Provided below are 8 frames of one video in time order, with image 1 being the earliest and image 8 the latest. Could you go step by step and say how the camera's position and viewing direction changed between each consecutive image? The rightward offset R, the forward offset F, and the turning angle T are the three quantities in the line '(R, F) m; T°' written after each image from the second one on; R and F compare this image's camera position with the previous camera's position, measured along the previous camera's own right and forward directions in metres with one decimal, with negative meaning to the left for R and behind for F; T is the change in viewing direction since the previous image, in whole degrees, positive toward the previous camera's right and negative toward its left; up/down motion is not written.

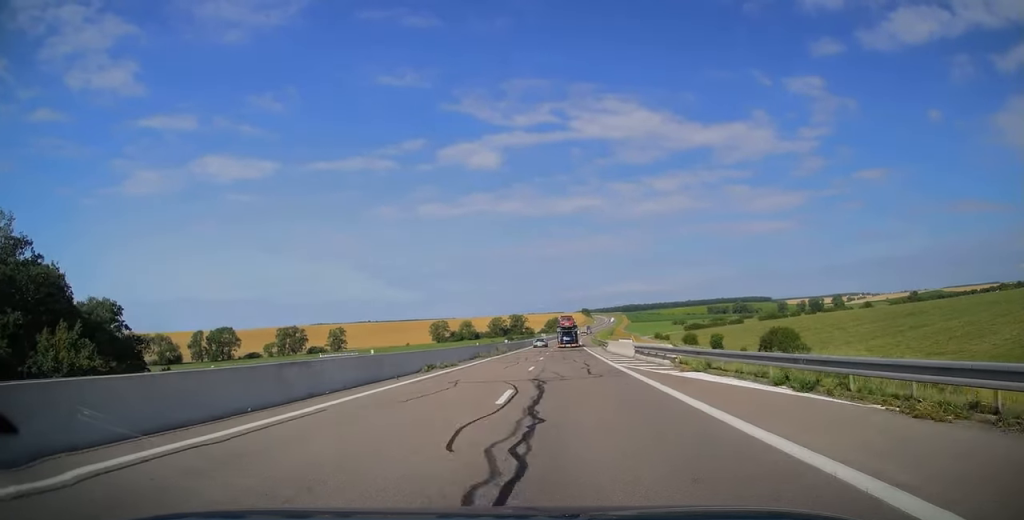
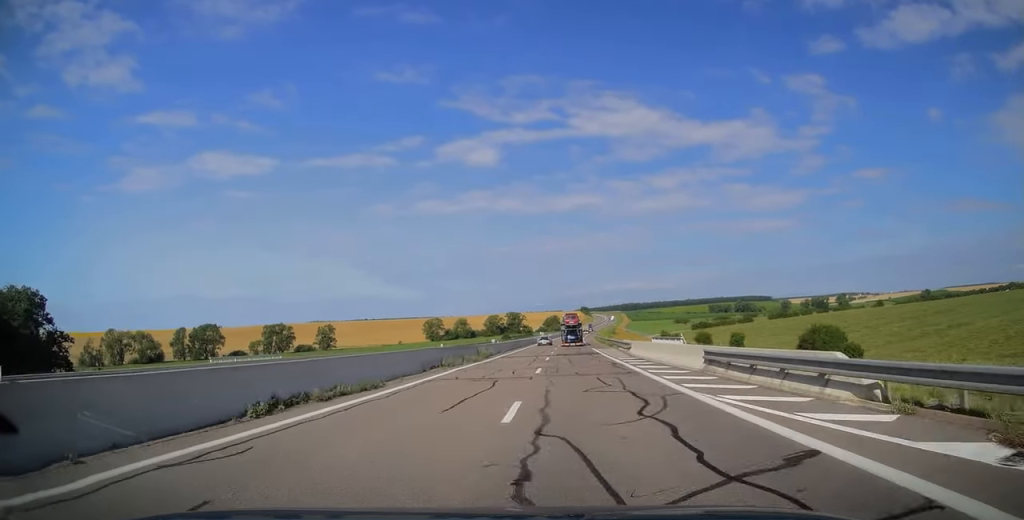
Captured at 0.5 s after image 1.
(-0.1, +14.9) m; 0°
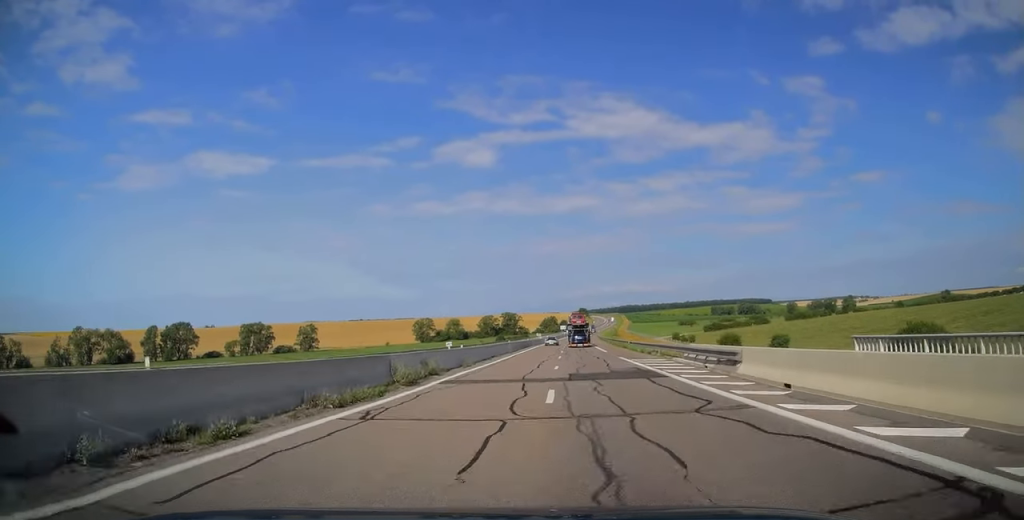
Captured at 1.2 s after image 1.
(+0.2, +22.4) m; 0°
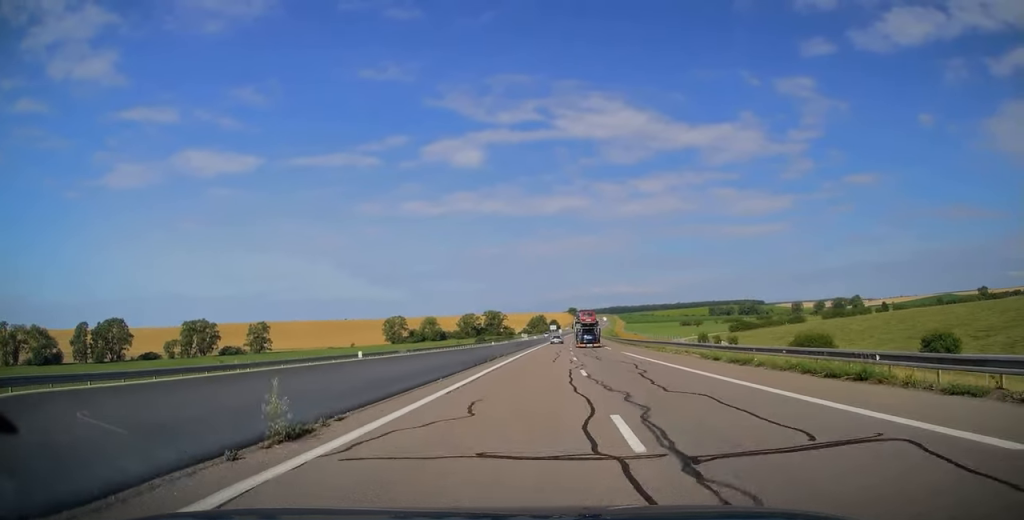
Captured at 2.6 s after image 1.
(-0.1, +43.5) m; +1°
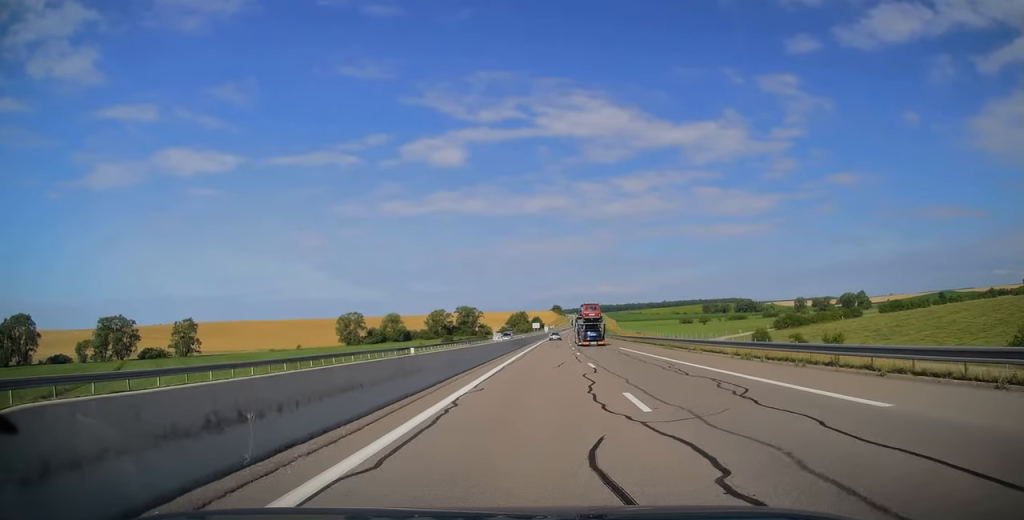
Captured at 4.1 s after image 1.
(+1.2, +49.0) m; +2°
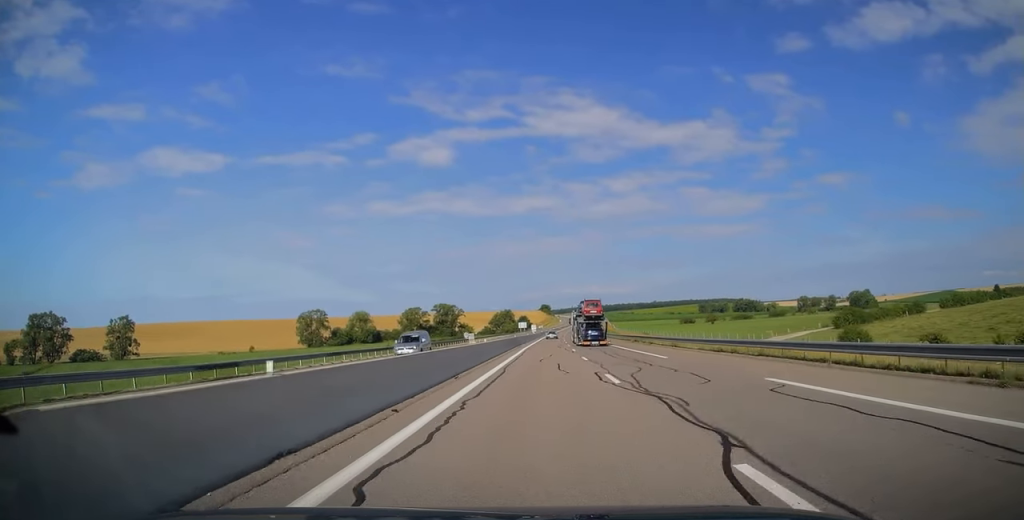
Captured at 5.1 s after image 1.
(+0.2, +34.7) m; +1°
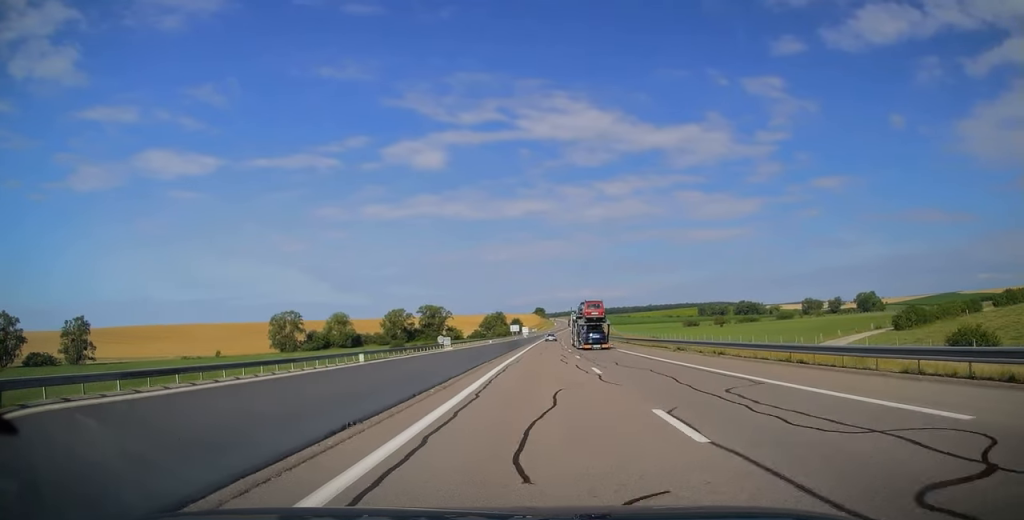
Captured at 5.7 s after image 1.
(+0.2, +22.3) m; 0°
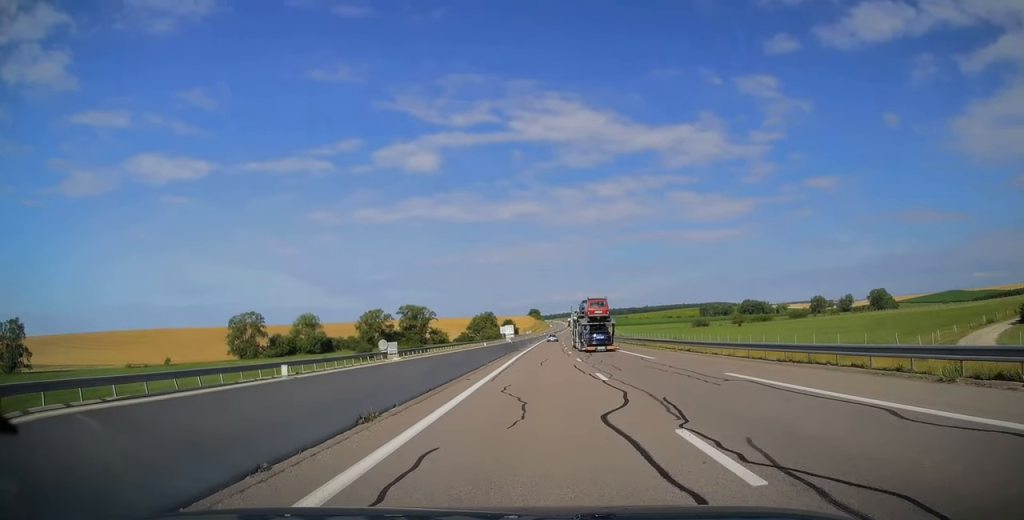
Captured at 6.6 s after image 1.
(+0.1, +30.8) m; 0°
